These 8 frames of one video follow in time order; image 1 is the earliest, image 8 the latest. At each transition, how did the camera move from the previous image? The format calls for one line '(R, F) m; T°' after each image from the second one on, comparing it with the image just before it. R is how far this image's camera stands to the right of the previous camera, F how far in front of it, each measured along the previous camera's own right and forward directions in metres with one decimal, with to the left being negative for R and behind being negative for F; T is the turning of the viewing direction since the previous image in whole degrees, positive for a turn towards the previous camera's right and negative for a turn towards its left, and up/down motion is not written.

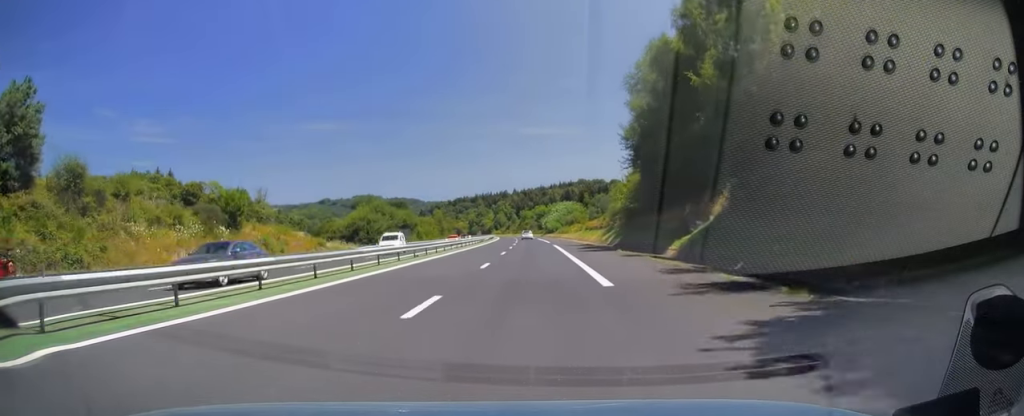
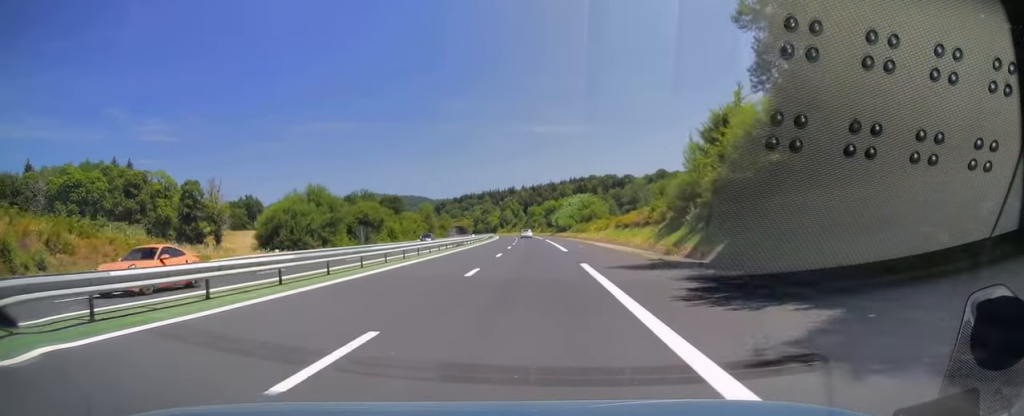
(0.0, +30.8) m; -1°
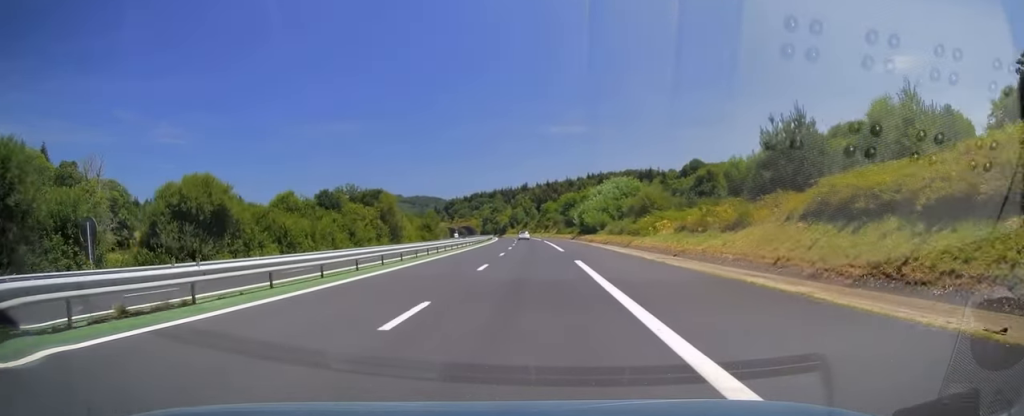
(-1.0, +48.7) m; -2°
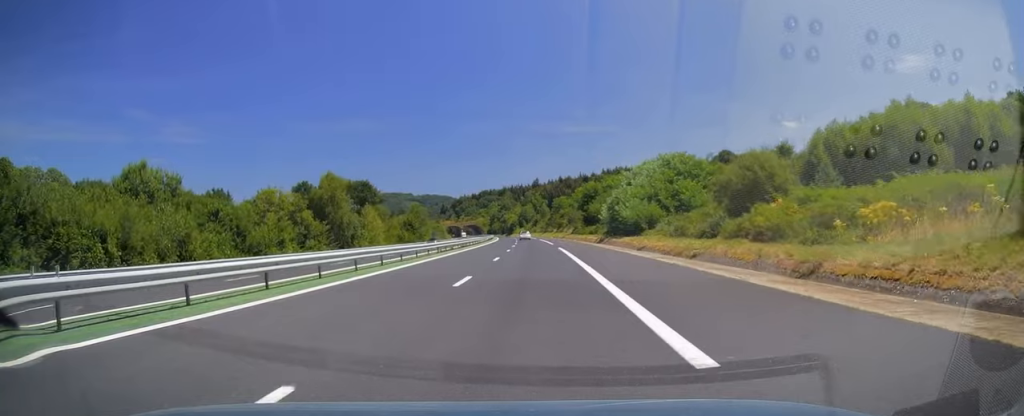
(+0.2, +32.5) m; -1°
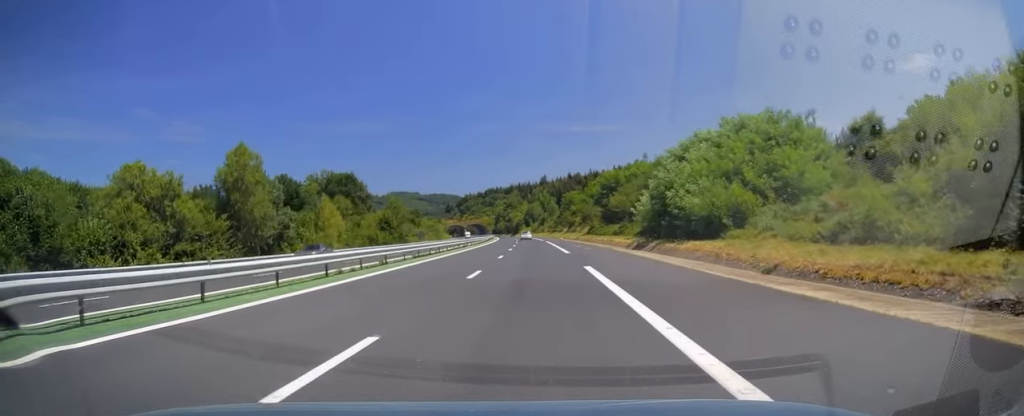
(-0.3, +23.5) m; -1°
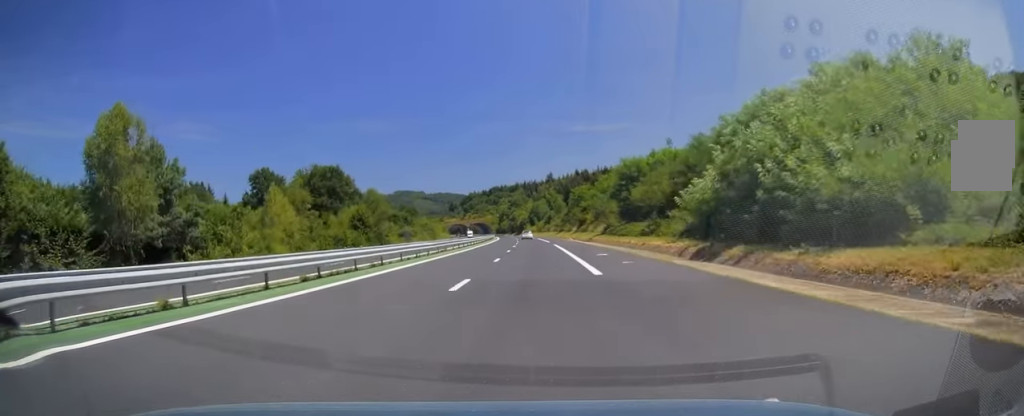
(-0.2, +16.8) m; -1°
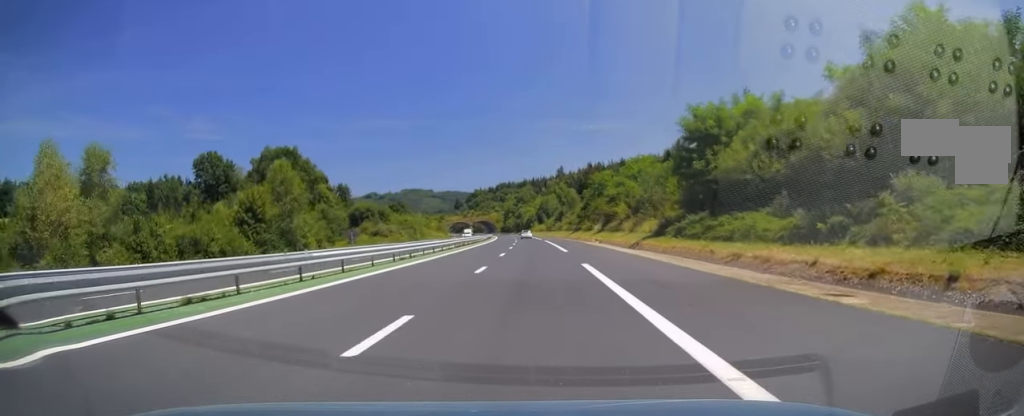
(-0.1, +33.6) m; -1°
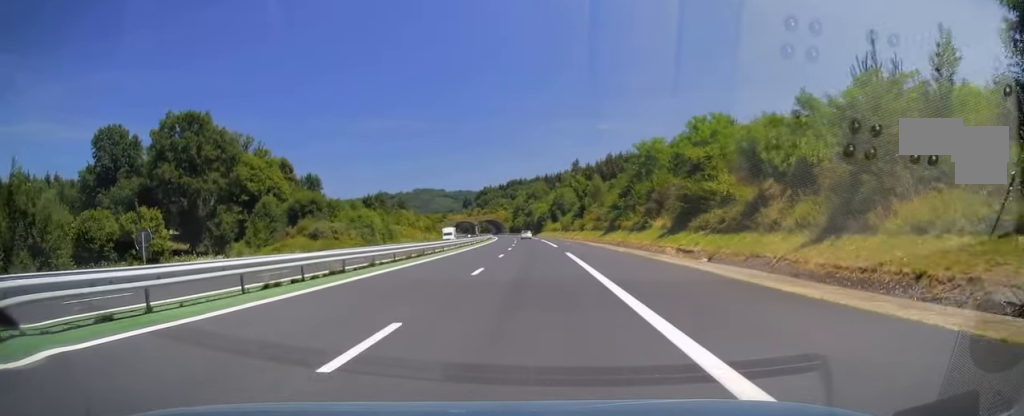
(-0.6, +39.7) m; -2°
